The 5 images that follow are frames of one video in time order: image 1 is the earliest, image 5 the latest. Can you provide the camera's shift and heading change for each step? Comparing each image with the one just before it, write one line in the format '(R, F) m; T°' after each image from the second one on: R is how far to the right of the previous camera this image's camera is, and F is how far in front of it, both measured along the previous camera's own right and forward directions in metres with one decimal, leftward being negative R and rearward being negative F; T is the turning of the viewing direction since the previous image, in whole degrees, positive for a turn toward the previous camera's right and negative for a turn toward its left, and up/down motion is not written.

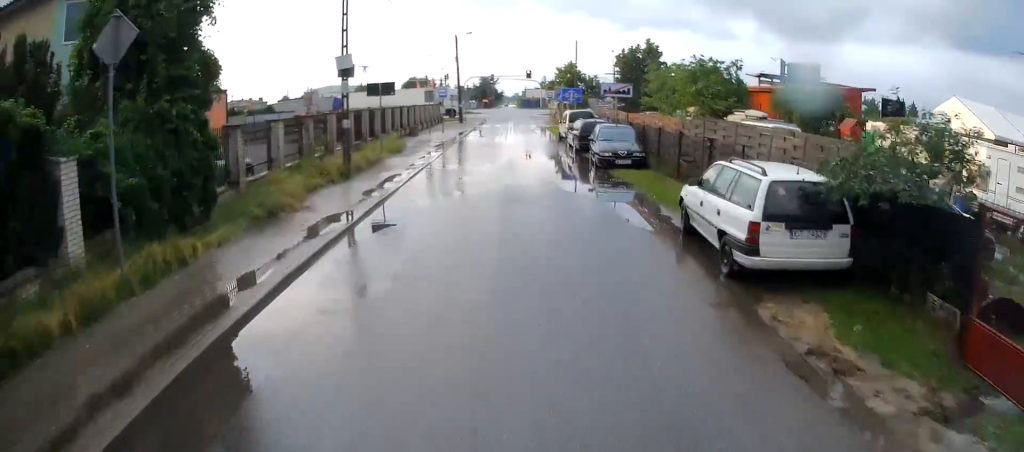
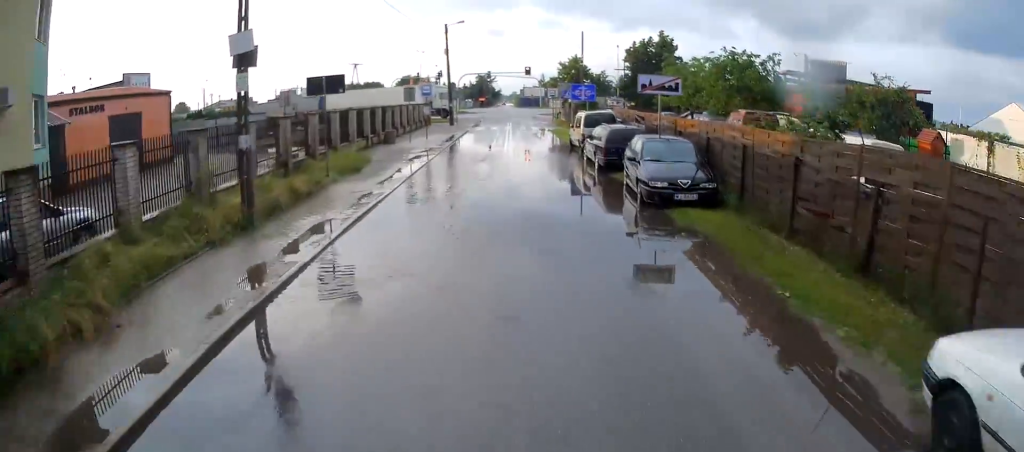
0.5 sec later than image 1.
(0.0, +7.2) m; 0°
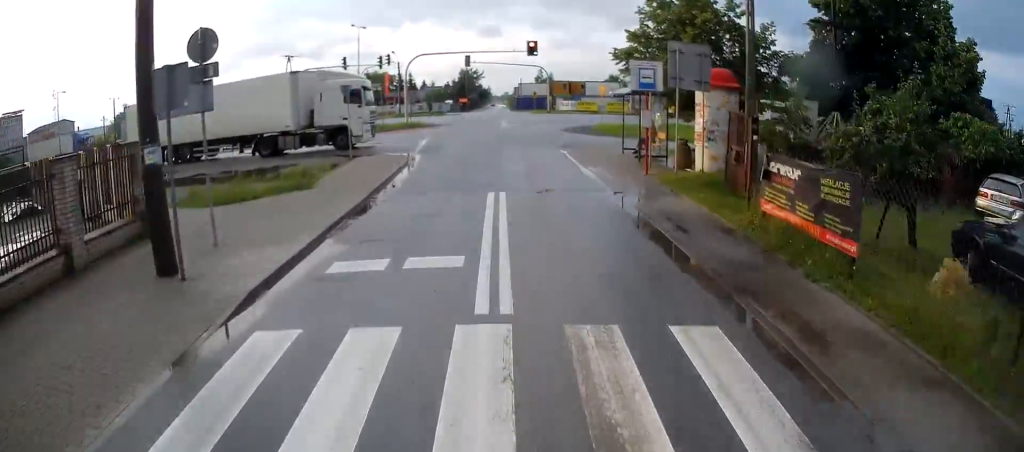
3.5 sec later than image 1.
(+0.1, +42.1) m; +1°
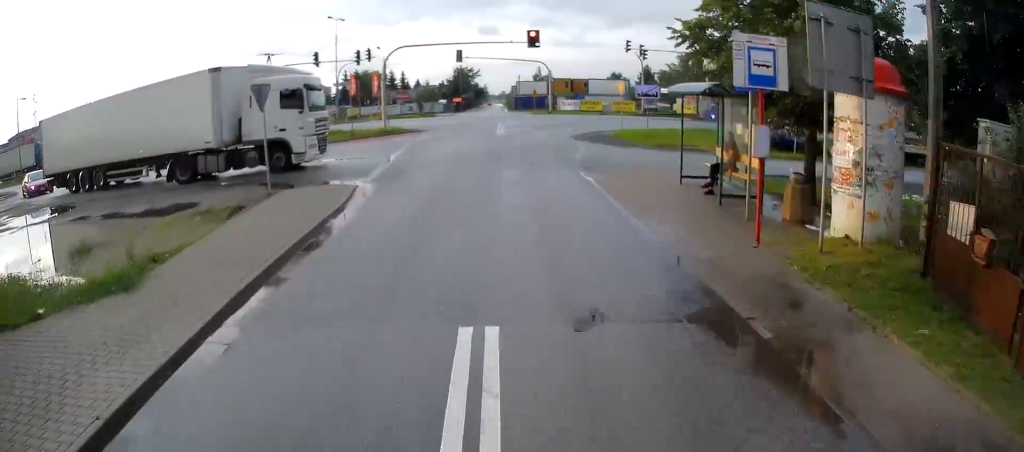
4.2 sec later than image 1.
(+0.1, +8.3) m; +1°
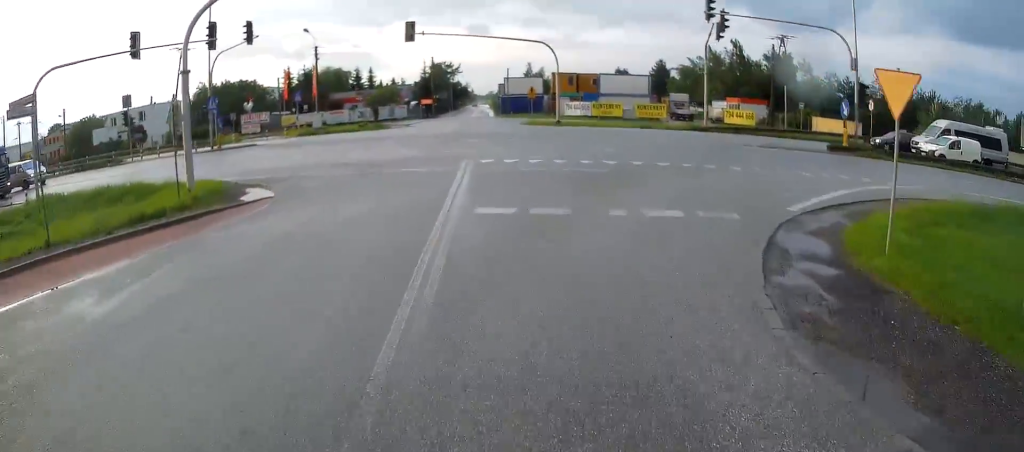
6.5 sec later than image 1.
(0.0, +26.5) m; 0°
